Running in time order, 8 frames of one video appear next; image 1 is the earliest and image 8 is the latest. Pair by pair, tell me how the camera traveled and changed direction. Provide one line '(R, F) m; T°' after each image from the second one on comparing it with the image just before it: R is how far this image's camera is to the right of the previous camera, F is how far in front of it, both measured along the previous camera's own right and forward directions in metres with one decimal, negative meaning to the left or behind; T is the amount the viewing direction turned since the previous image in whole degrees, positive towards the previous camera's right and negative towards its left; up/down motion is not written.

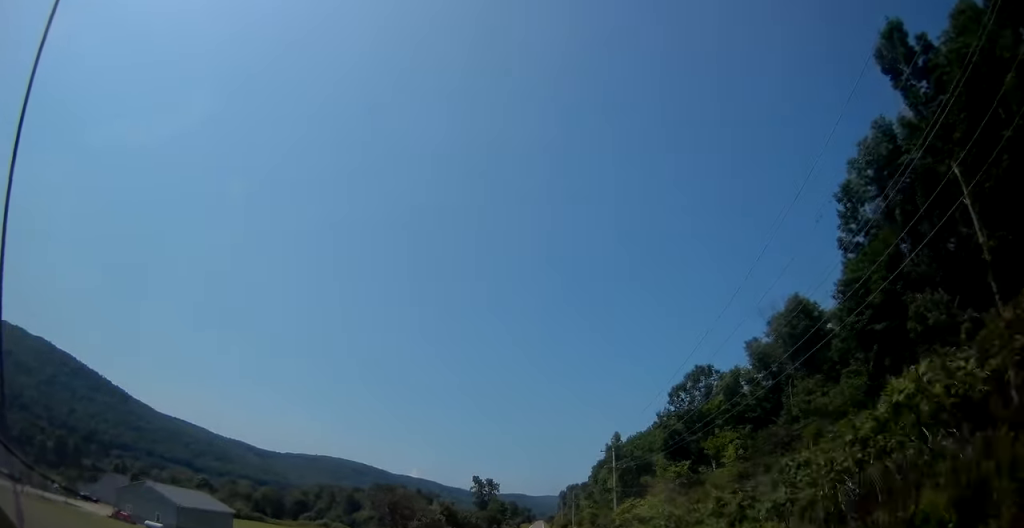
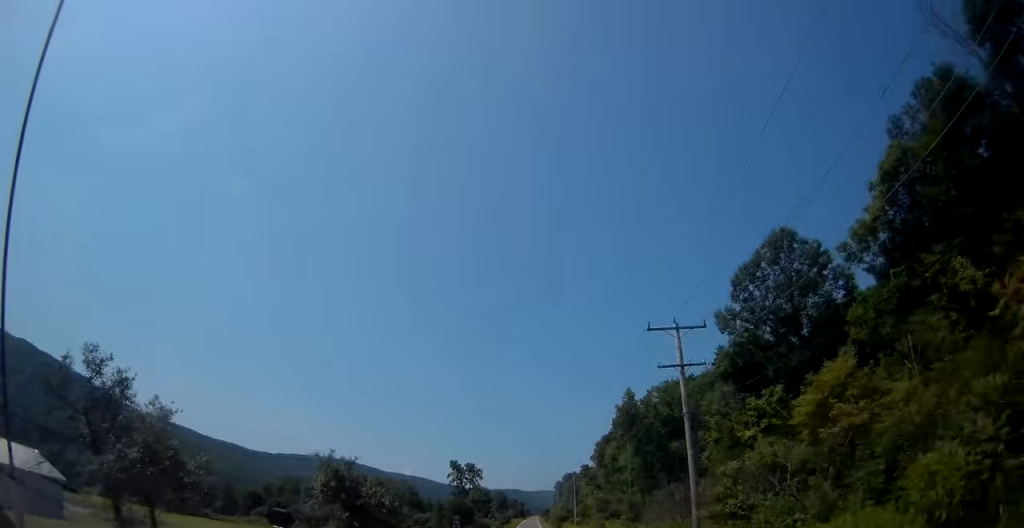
(-0.1, +36.5) m; 0°
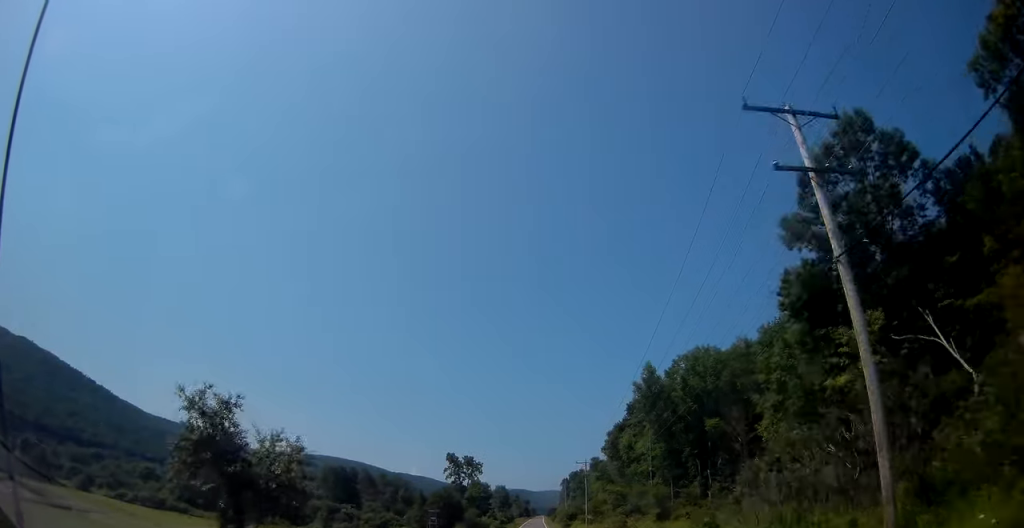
(0.0, +15.9) m; 0°
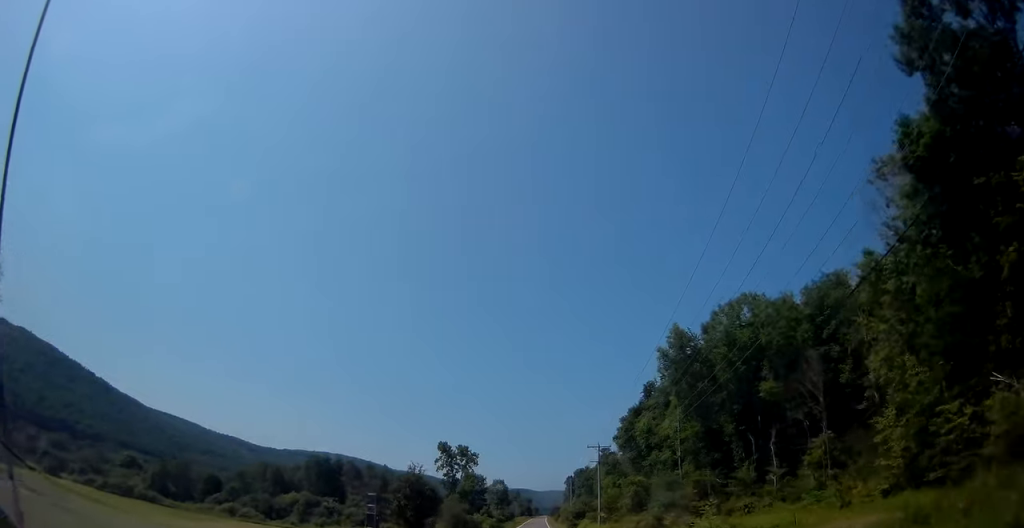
(+0.1, +17.6) m; 0°
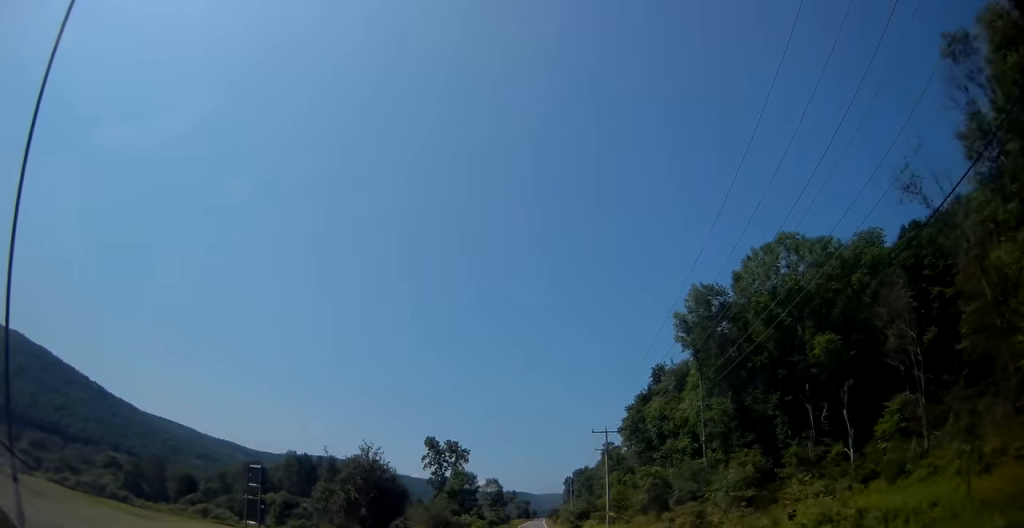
(-0.1, +12.6) m; 0°
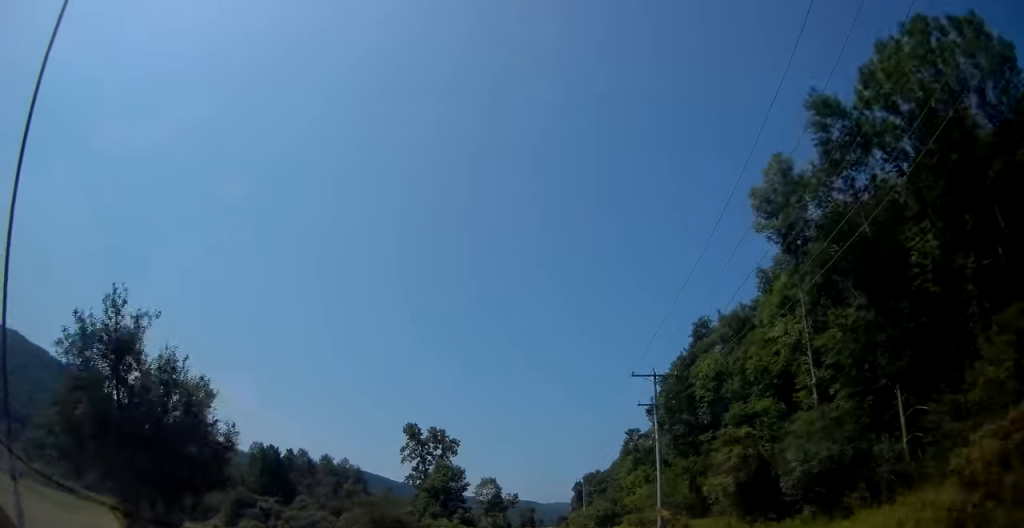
(-0.1, +25.2) m; 0°
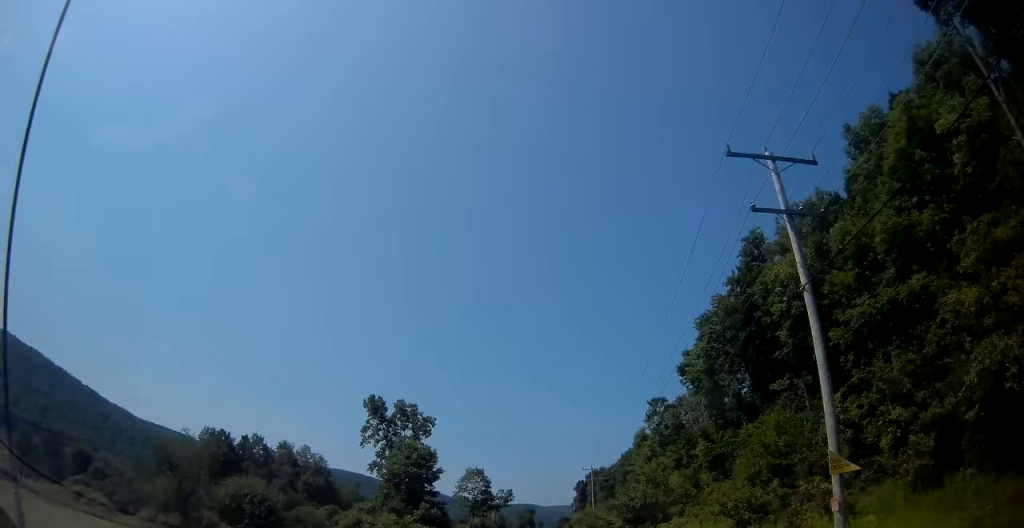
(+0.1, +22.6) m; 0°
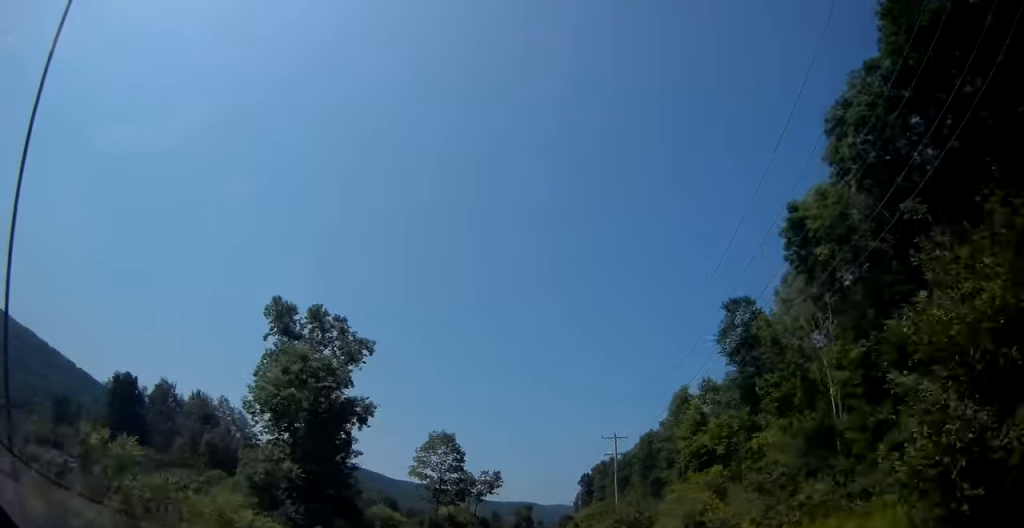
(-0.4, +32.0) m; -1°
